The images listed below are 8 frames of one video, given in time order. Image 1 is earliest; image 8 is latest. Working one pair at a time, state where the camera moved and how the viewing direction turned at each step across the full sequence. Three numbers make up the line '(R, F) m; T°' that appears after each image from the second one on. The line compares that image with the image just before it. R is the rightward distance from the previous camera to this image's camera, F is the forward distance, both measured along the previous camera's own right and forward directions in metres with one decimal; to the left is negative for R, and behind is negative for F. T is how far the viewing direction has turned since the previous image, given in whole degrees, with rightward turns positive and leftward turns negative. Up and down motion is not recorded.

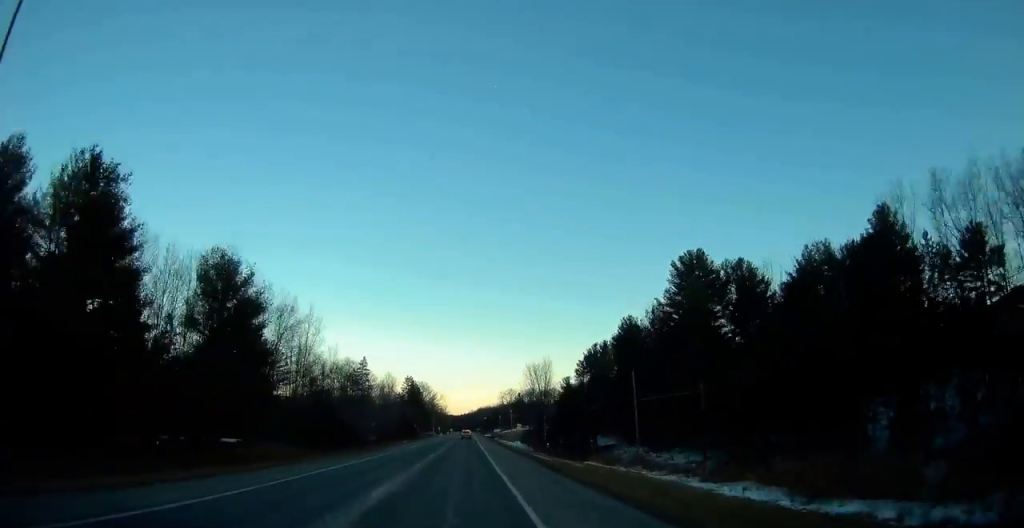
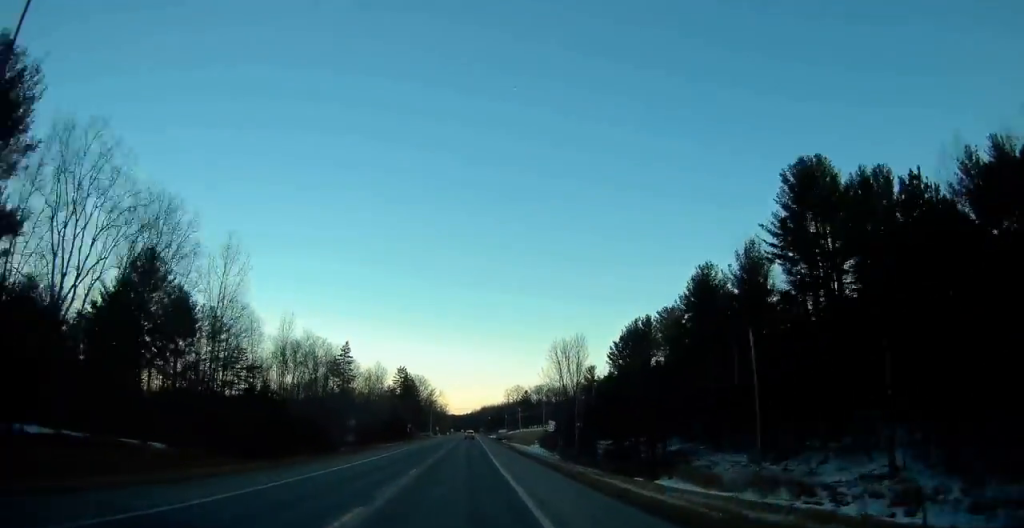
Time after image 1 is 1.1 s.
(0.0, +29.6) m; 0°
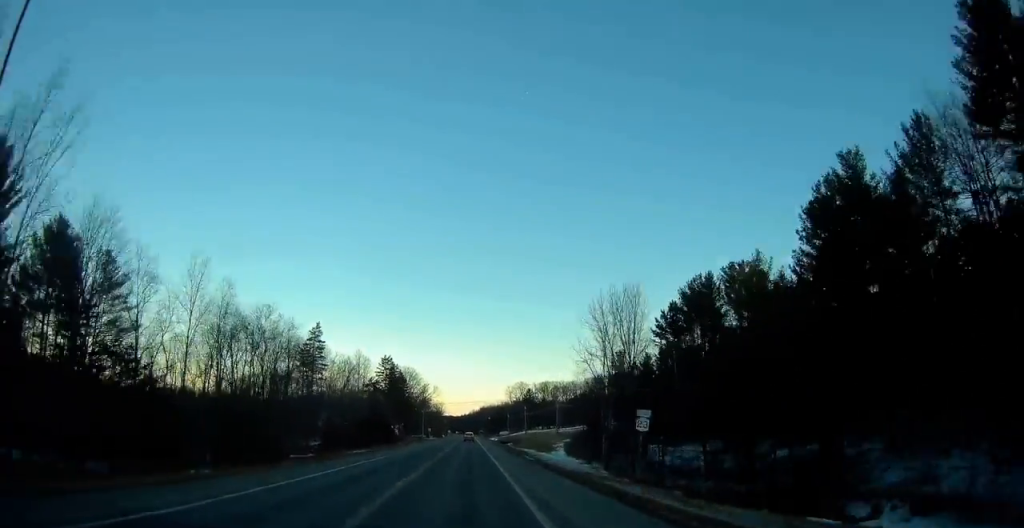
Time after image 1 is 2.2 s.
(-0.1, +27.8) m; 0°
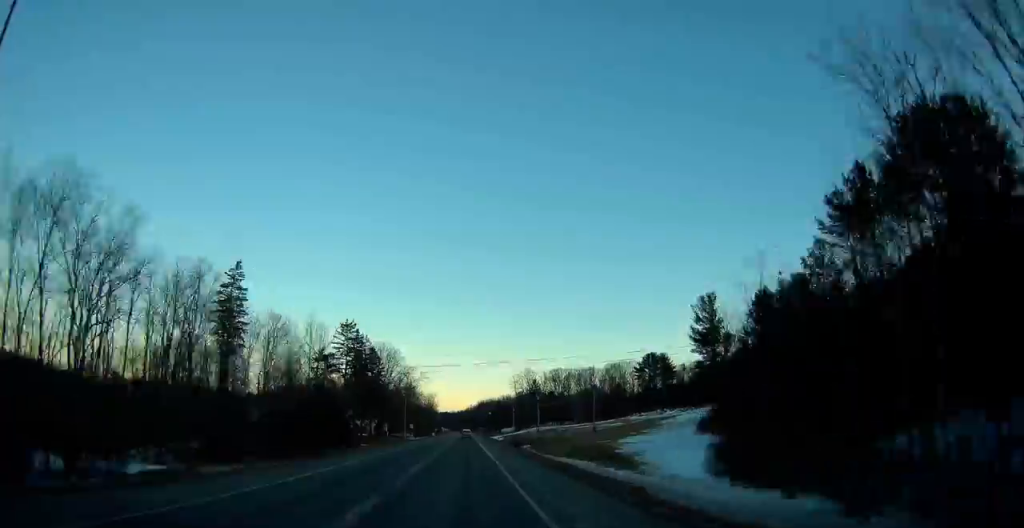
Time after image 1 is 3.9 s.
(+0.5, +43.2) m; 0°
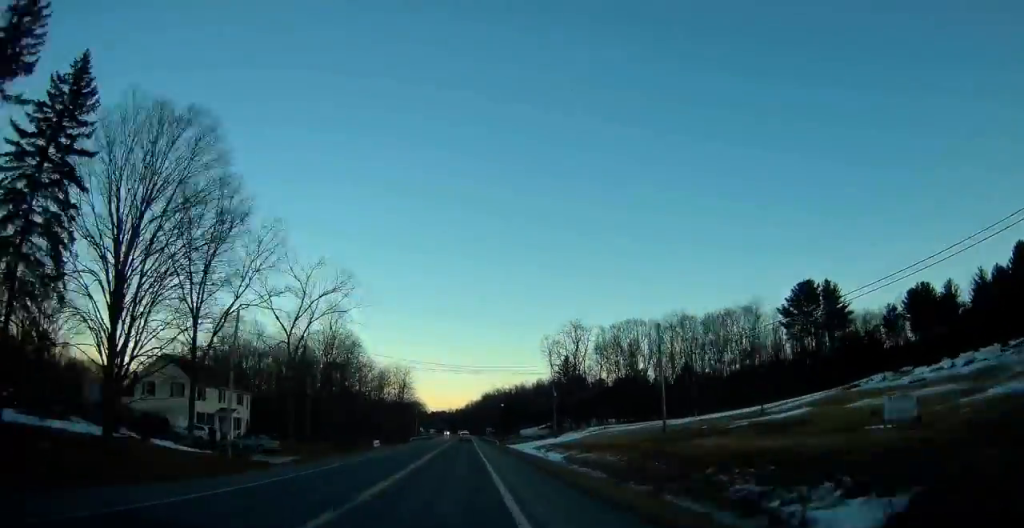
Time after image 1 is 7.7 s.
(-0.5, +98.5) m; 0°
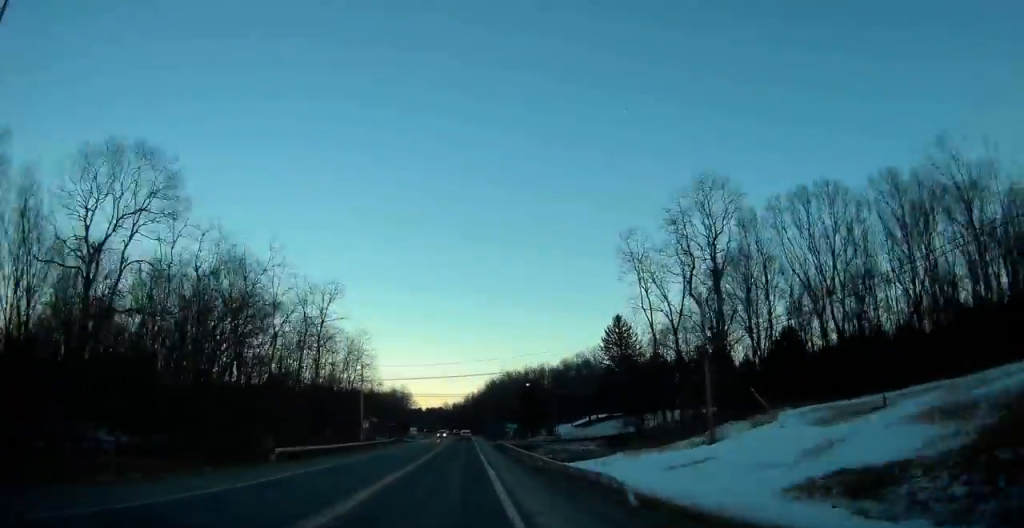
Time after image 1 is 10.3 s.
(+0.3, +69.9) m; 0°
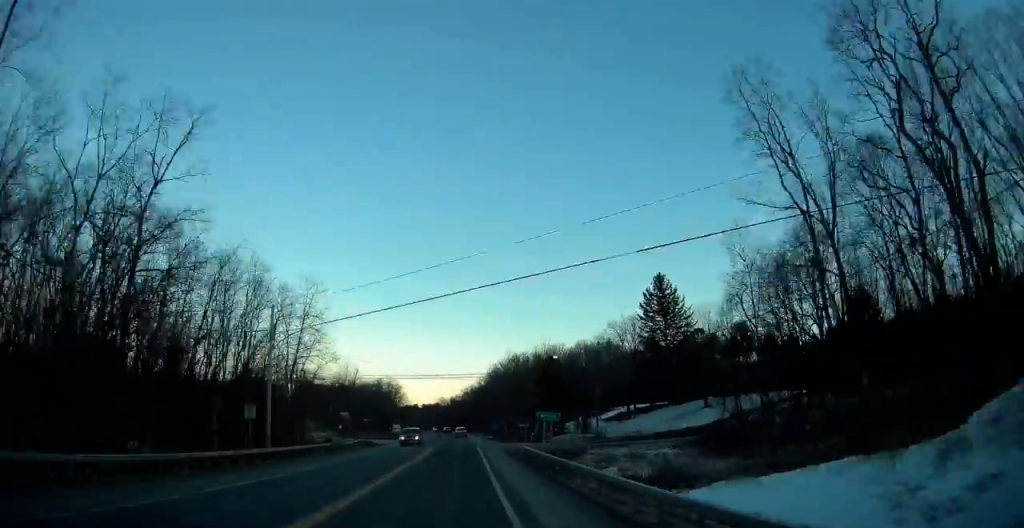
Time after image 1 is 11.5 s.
(-0.1, +32.1) m; -1°
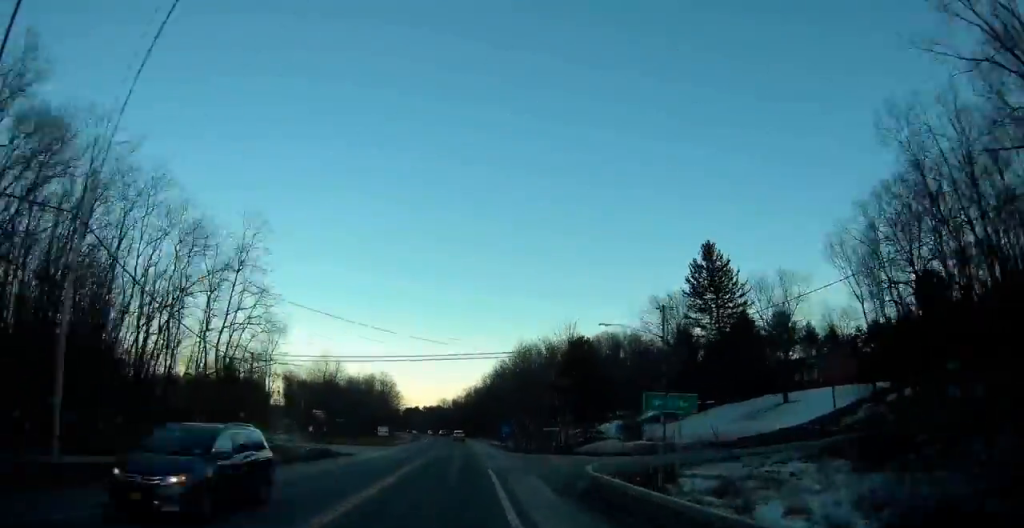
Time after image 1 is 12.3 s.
(+0.1, +21.4) m; 0°
